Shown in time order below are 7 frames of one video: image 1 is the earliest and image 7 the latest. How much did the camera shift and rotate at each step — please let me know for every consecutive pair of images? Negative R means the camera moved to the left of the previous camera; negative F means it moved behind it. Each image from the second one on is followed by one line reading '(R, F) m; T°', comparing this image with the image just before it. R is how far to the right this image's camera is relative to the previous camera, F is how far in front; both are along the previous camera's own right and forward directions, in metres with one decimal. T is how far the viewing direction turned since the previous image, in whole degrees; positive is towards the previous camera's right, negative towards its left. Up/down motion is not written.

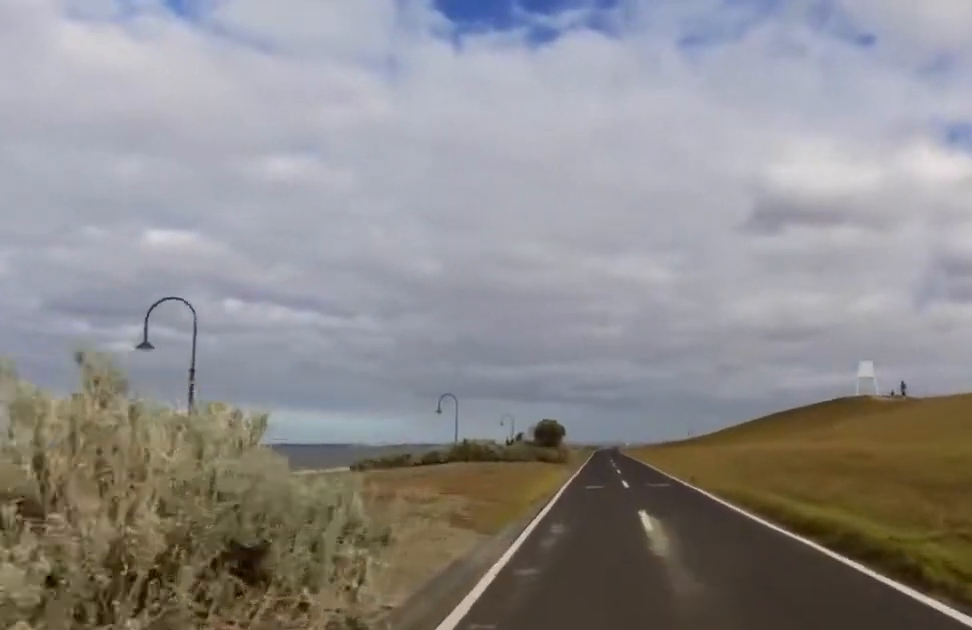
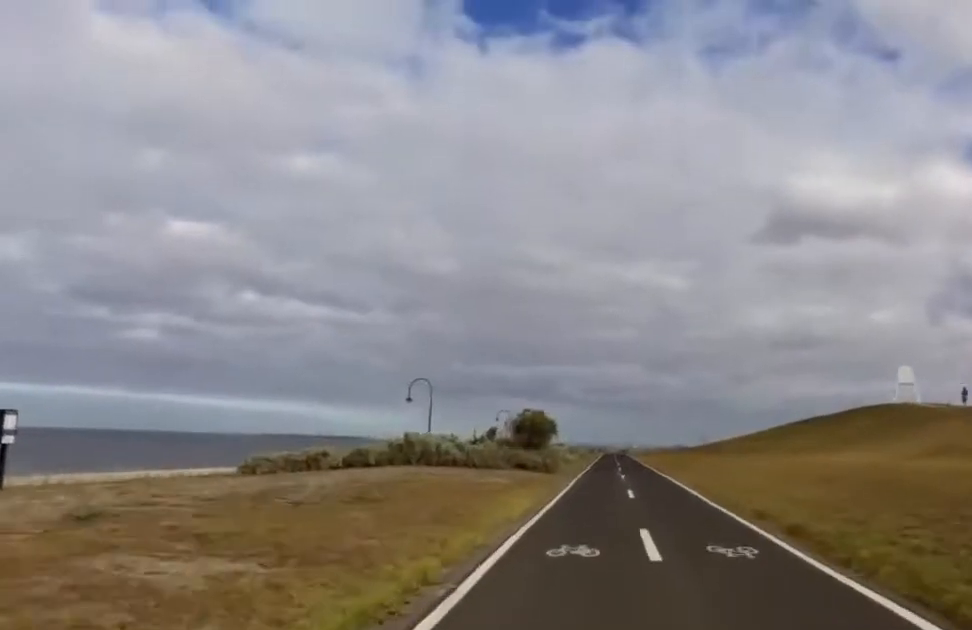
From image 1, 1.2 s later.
(-1.0, +10.7) m; -3°
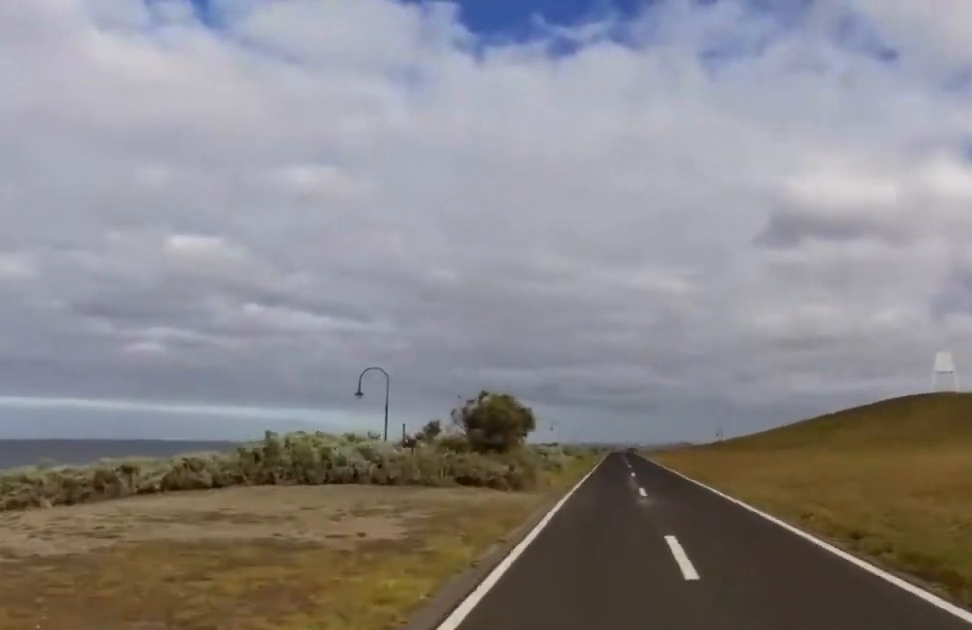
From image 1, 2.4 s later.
(+0.9, +9.7) m; +5°
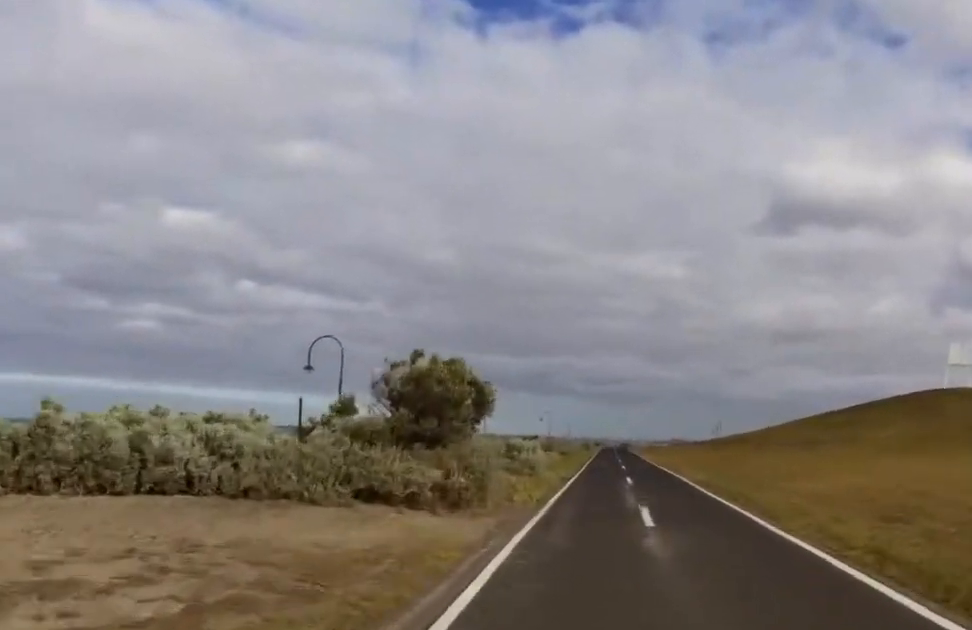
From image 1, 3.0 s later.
(-0.2, +5.0) m; 0°
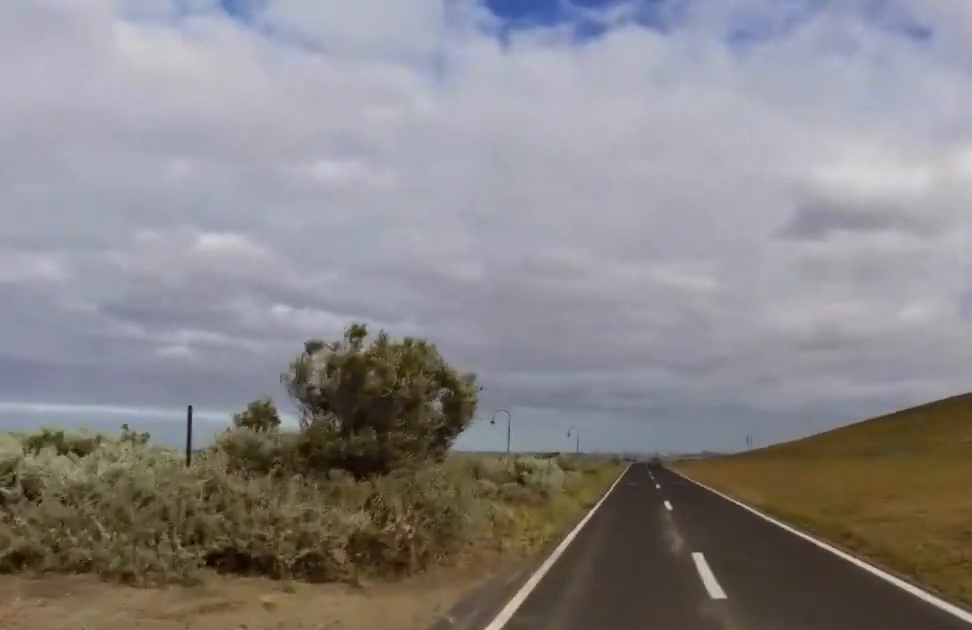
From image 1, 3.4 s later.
(-0.2, +3.6) m; 0°
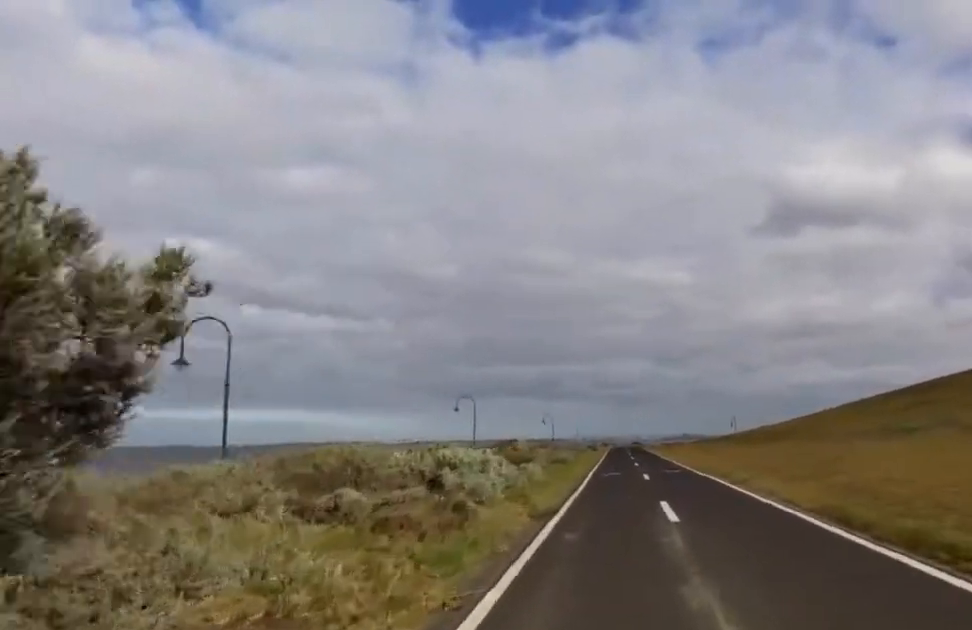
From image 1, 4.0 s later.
(+0.2, +5.5) m; +2°
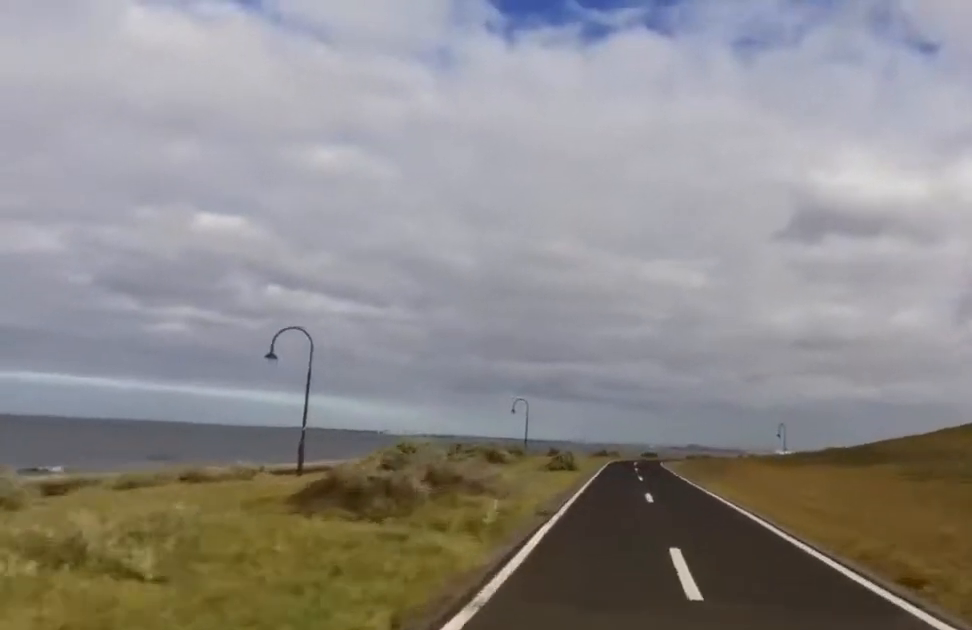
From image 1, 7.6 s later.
(-0.3, +30.0) m; -3°
